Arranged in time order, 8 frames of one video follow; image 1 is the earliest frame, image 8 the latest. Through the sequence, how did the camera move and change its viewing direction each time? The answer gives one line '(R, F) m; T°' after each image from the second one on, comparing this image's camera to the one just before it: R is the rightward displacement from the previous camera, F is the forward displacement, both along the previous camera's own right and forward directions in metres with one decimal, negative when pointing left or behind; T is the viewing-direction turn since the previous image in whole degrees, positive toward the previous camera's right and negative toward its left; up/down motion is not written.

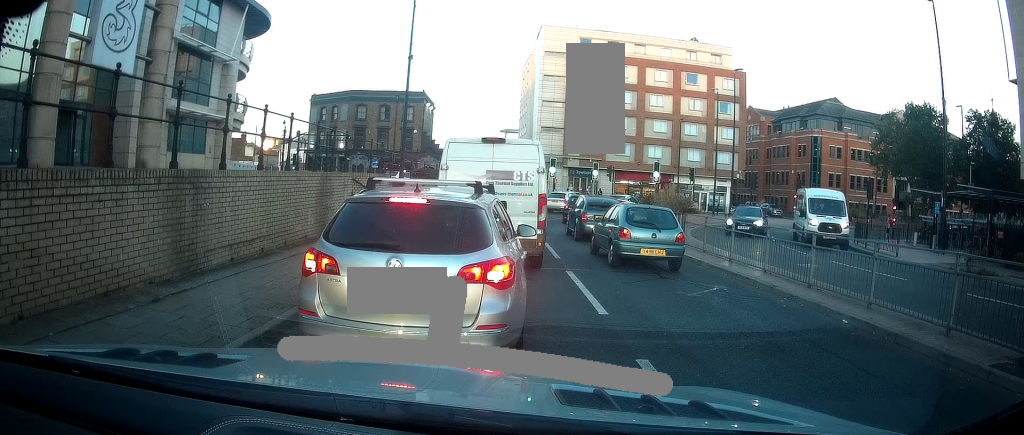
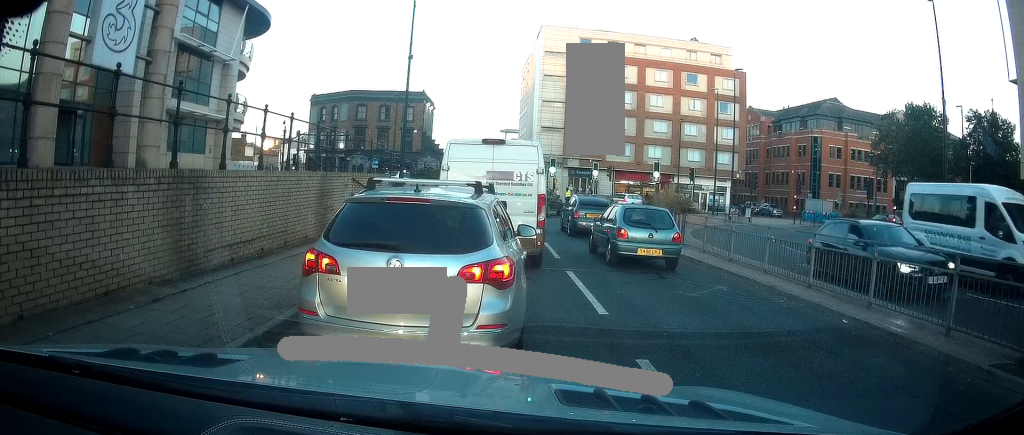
(-0.1, +0.2) m; 0°
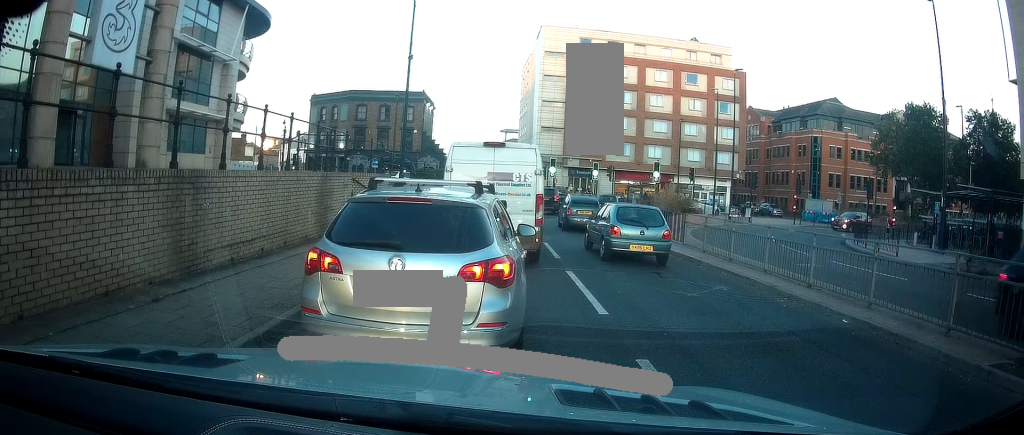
(0.0, 0.0) m; 0°
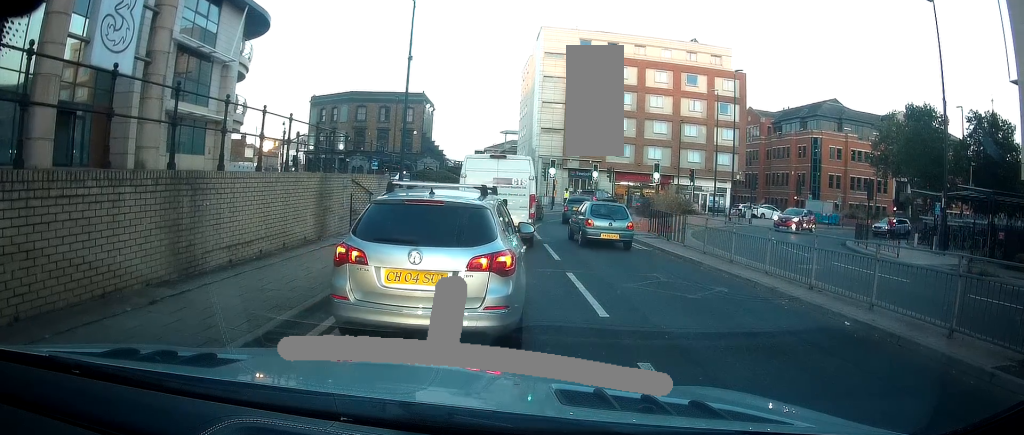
(0.0, 0.0) m; 0°
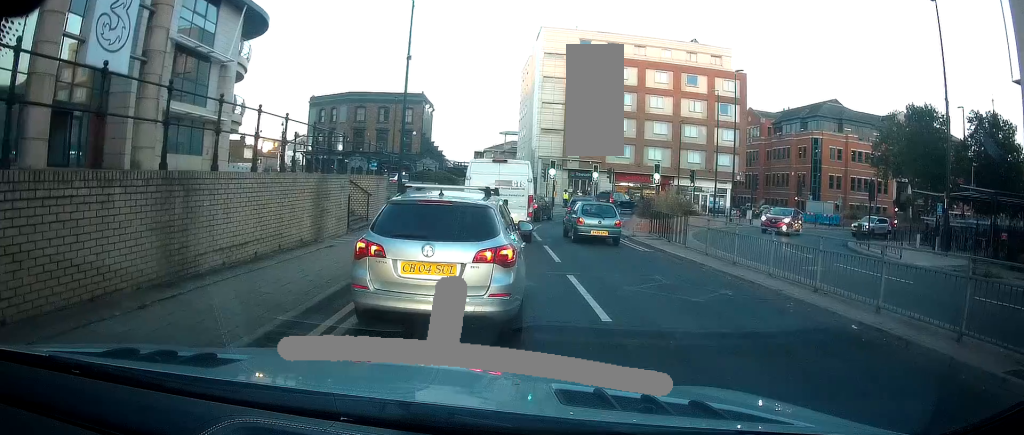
(0.0, 0.0) m; 0°
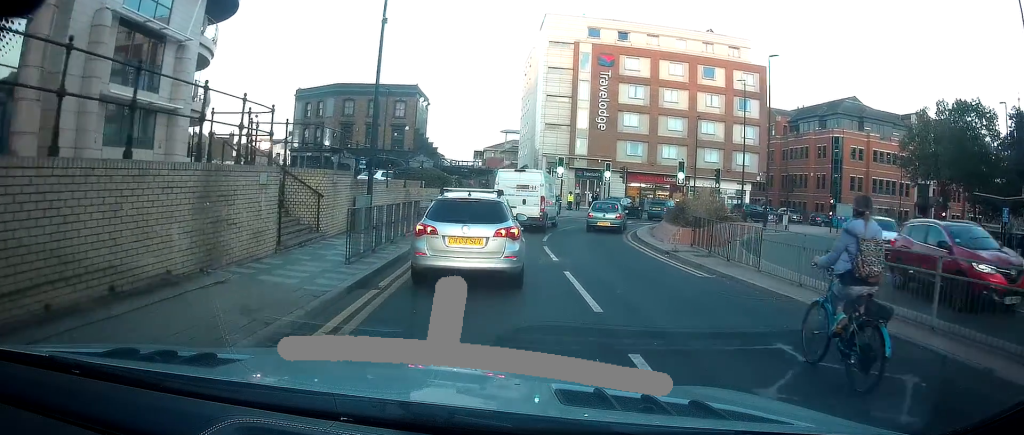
(-0.1, +0.9) m; +5°
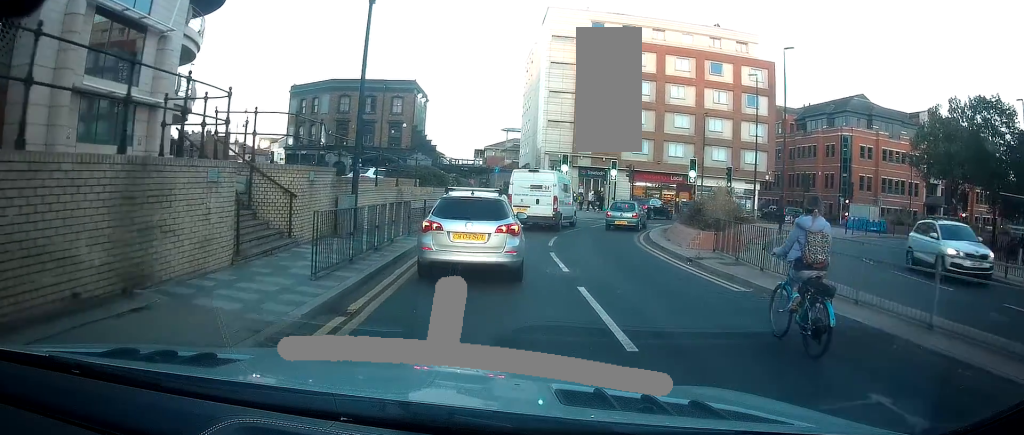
(0.0, +1.1) m; +1°
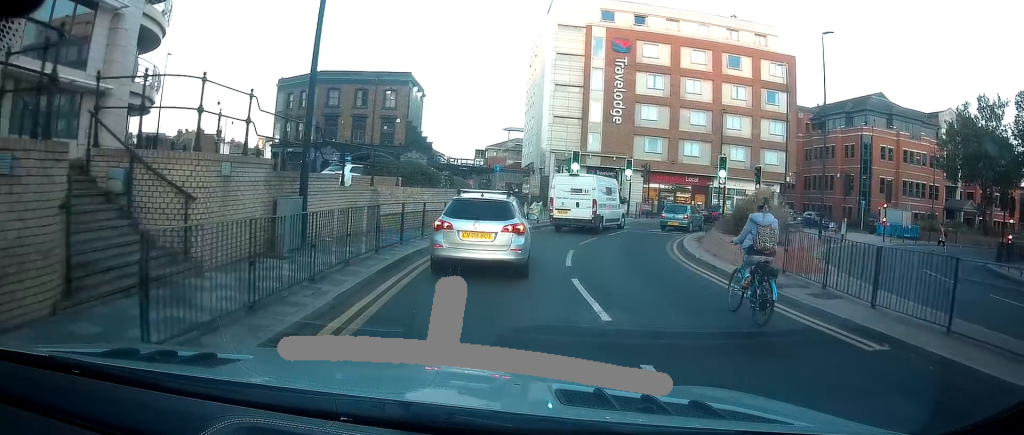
(0.0, +3.6) m; -1°
